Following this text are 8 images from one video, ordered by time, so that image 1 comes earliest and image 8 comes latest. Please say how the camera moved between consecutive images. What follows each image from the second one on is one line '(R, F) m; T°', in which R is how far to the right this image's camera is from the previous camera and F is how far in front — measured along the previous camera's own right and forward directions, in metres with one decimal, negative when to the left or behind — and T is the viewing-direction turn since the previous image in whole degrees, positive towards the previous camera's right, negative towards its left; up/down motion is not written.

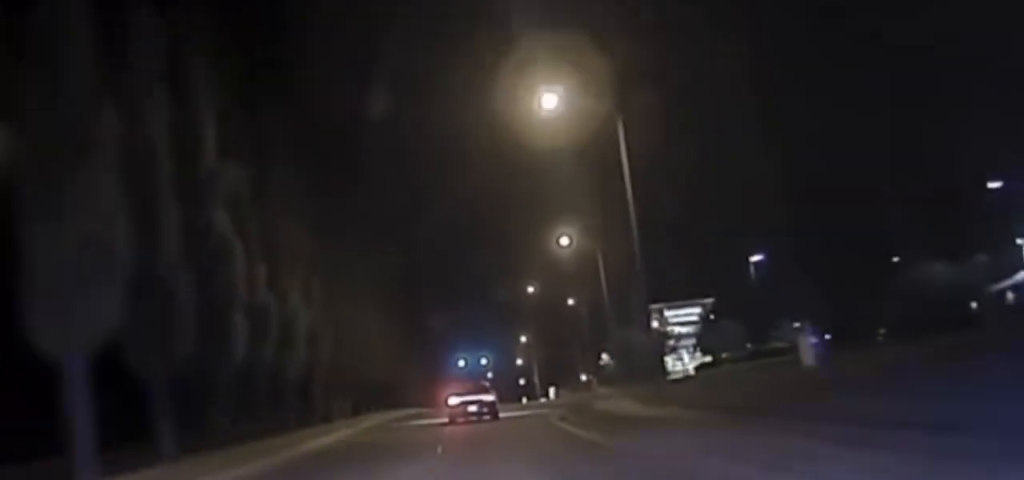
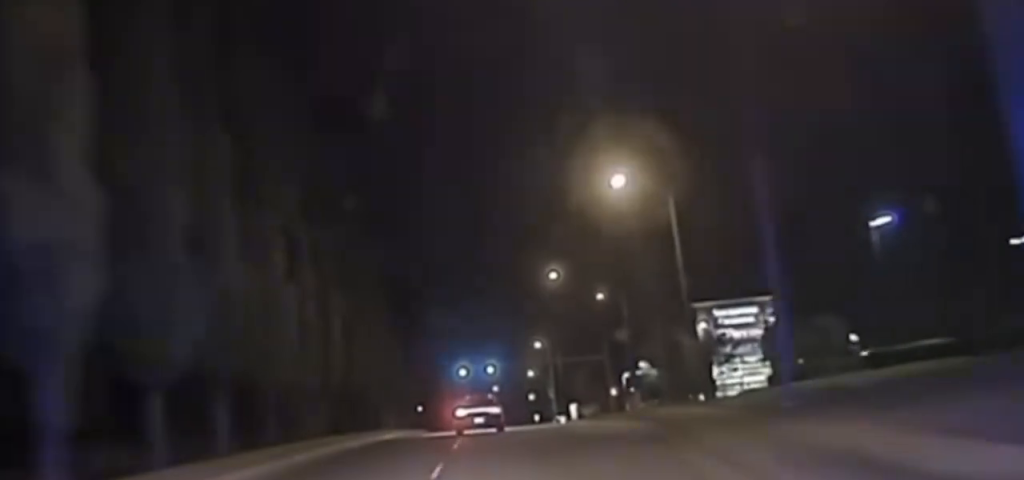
(-0.2, +35.0) m; 0°
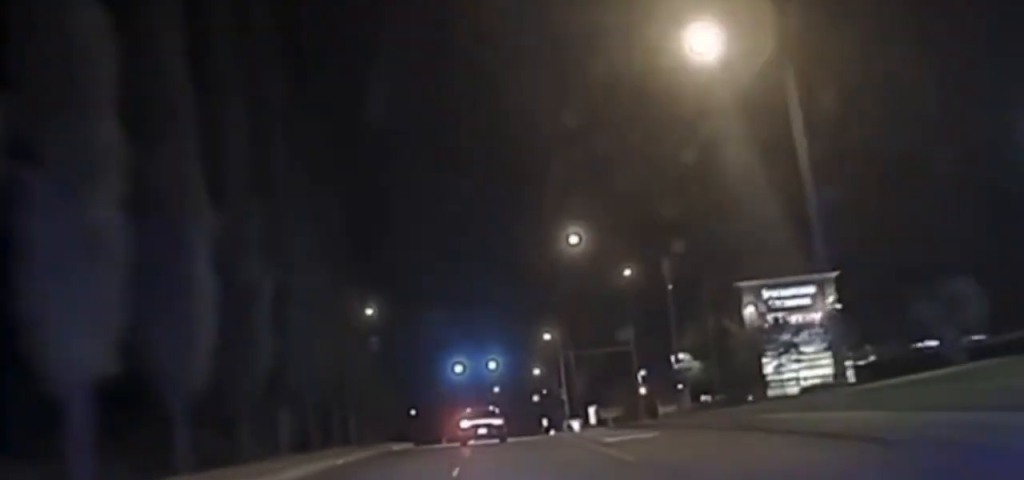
(+0.1, +25.1) m; 0°
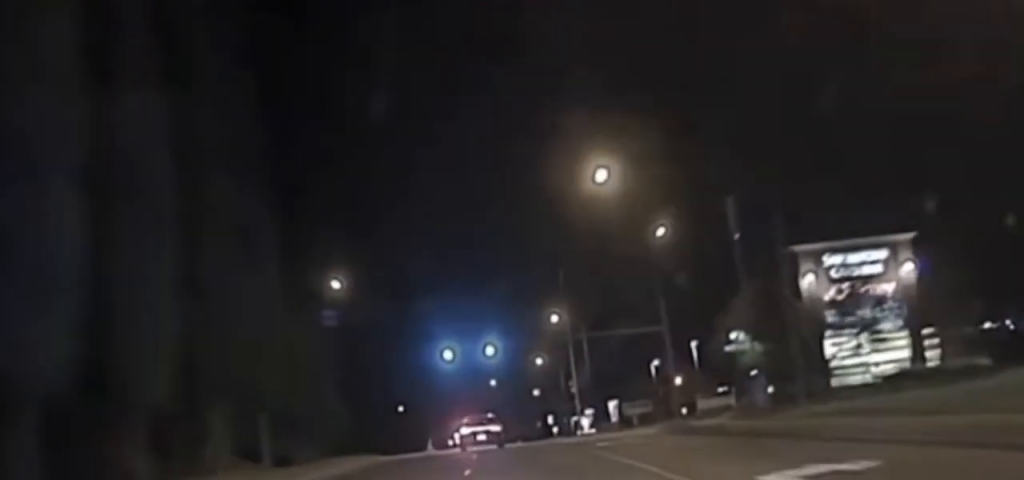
(+0.3, +21.5) m; 0°
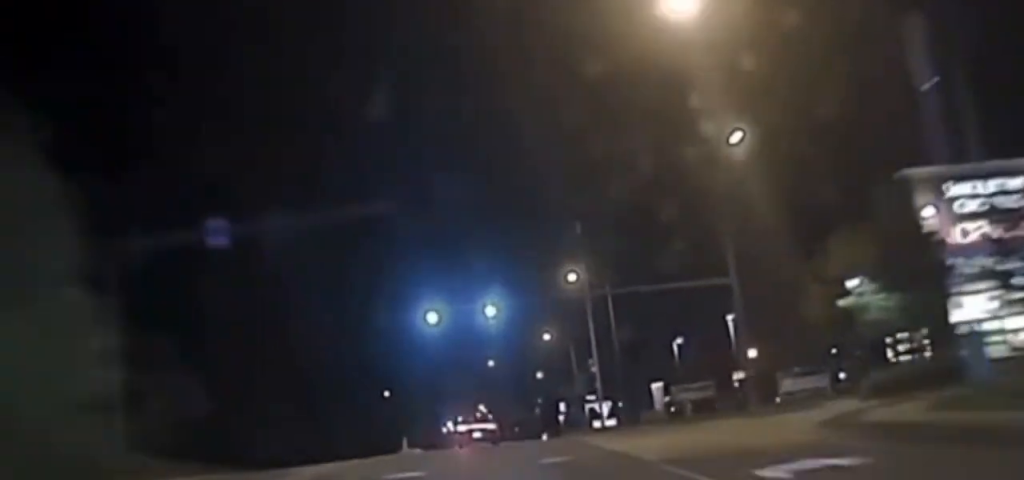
(-0.1, +22.7) m; 0°
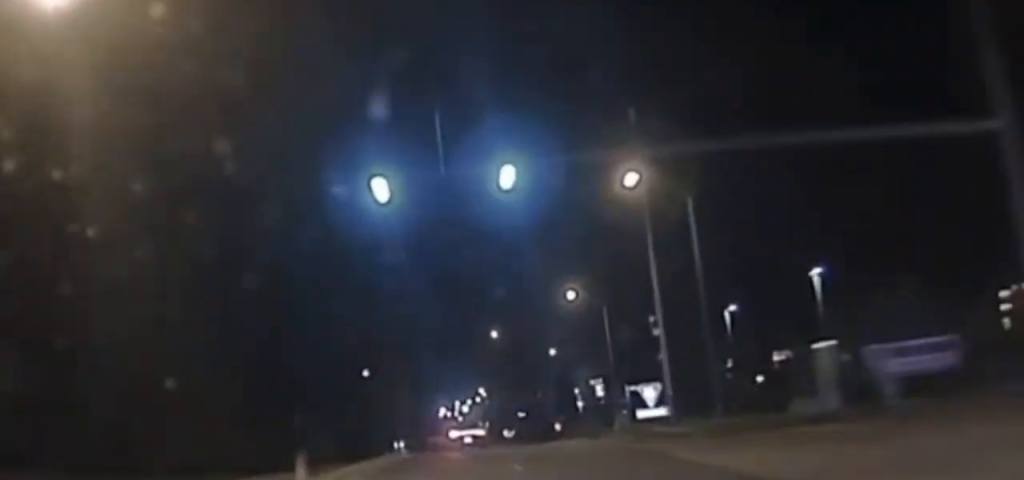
(-0.2, +28.9) m; -1°
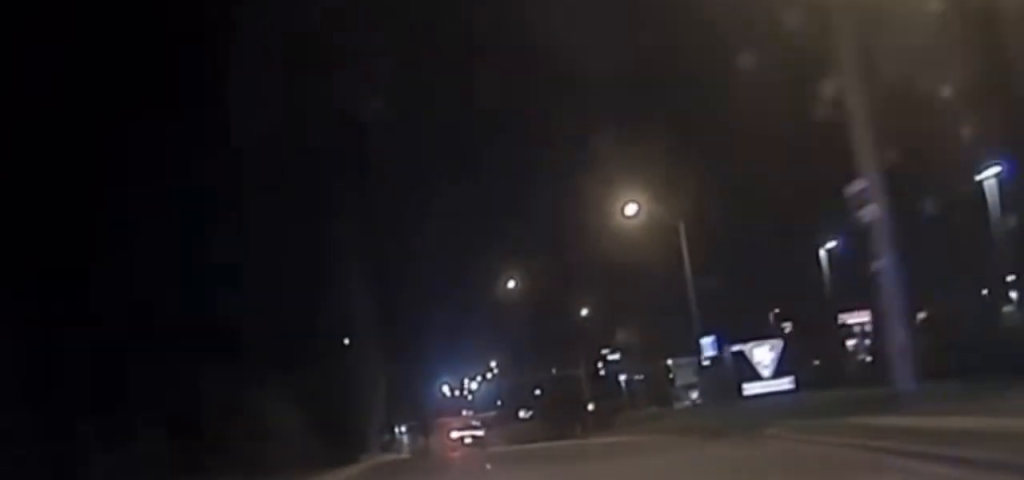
(0.0, +26.5) m; -1°
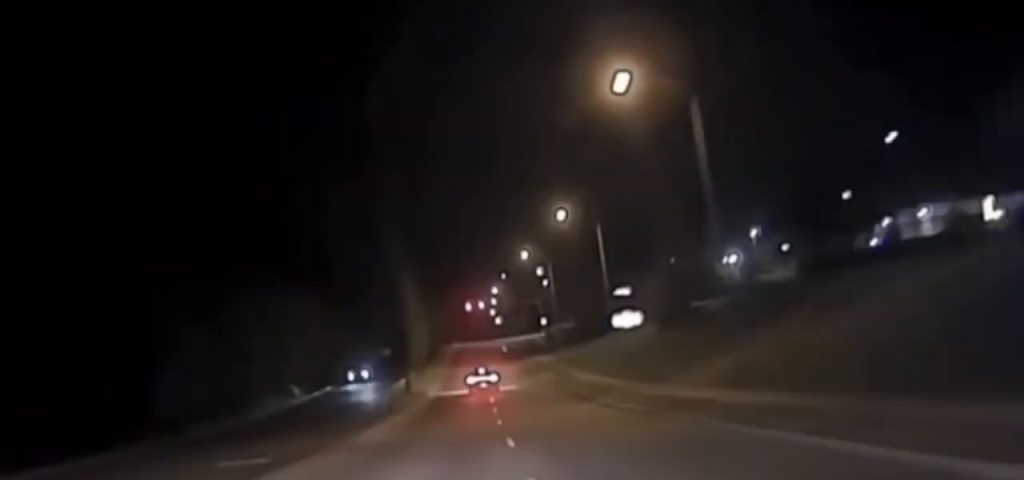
(-2.6, +128.7) m; -1°
